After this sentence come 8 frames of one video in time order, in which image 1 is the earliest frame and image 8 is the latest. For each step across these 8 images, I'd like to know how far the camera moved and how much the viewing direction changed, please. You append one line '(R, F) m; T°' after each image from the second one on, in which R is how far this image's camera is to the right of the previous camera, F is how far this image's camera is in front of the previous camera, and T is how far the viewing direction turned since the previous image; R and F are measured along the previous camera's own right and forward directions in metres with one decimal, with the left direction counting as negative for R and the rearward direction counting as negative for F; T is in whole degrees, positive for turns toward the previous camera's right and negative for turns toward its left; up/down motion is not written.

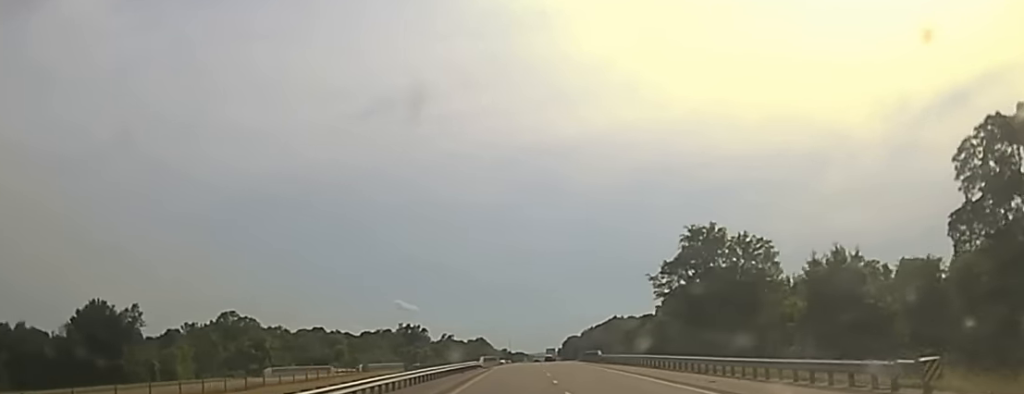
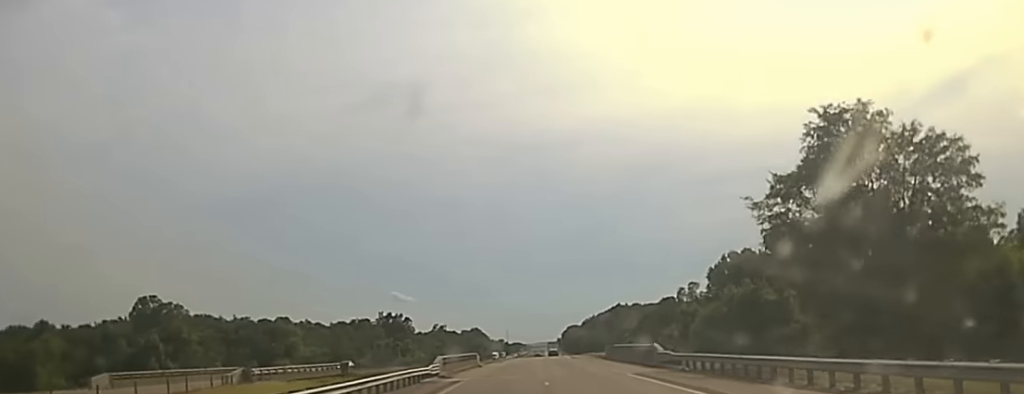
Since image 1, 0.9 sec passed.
(+0.3, +48.8) m; 0°
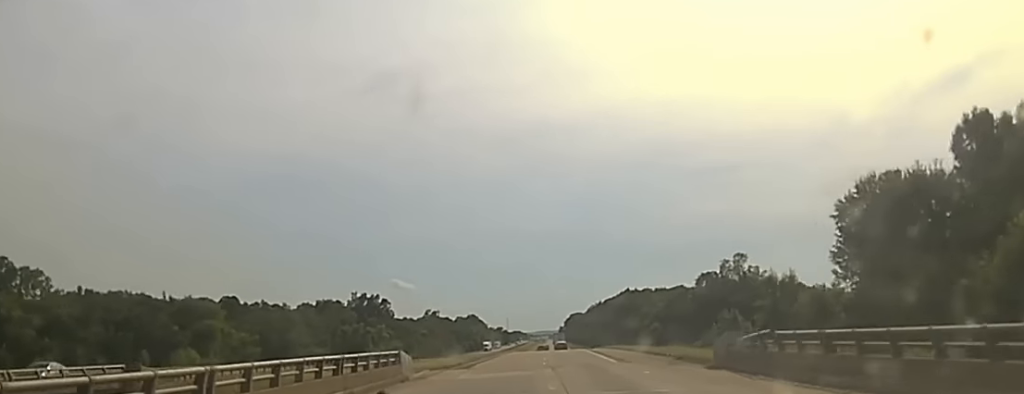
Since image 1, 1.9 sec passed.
(-0.1, +57.0) m; 0°
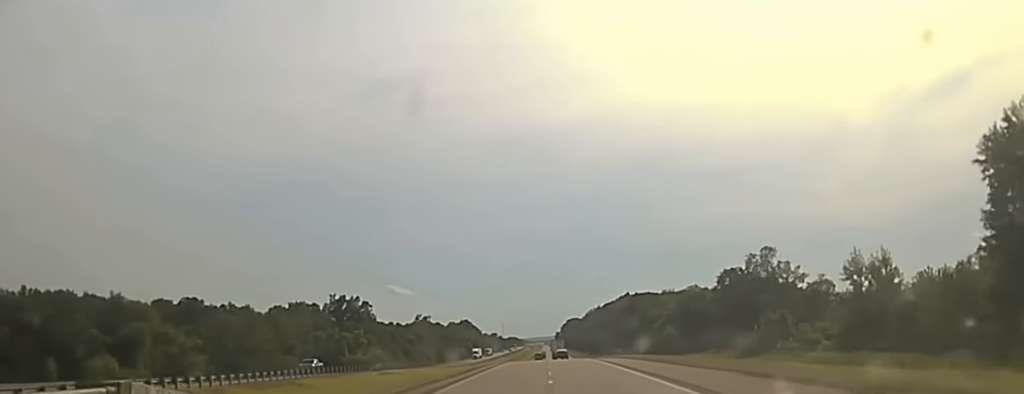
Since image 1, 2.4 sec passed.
(-0.3, +27.6) m; 0°
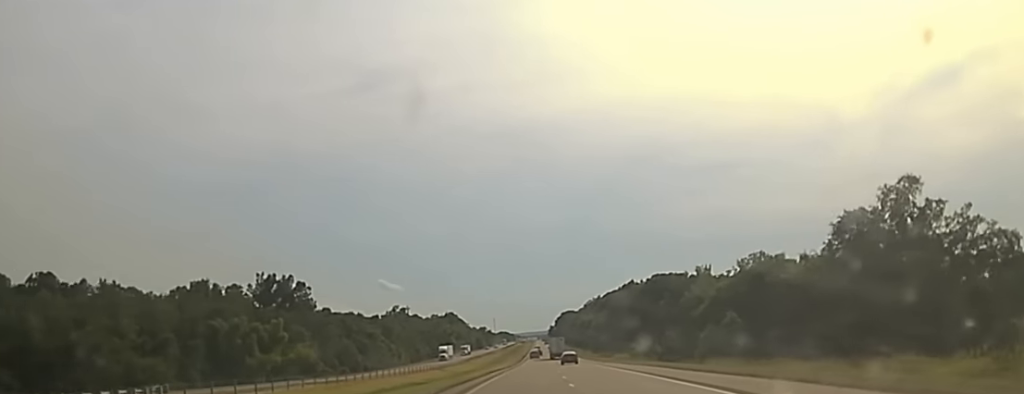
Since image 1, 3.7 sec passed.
(+0.5, +69.6) m; +1°
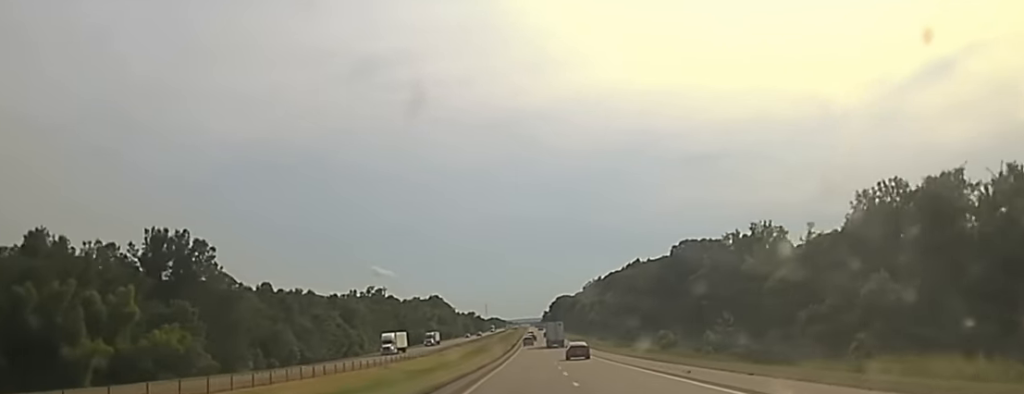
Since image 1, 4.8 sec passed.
(+0.5, +59.0) m; 0°
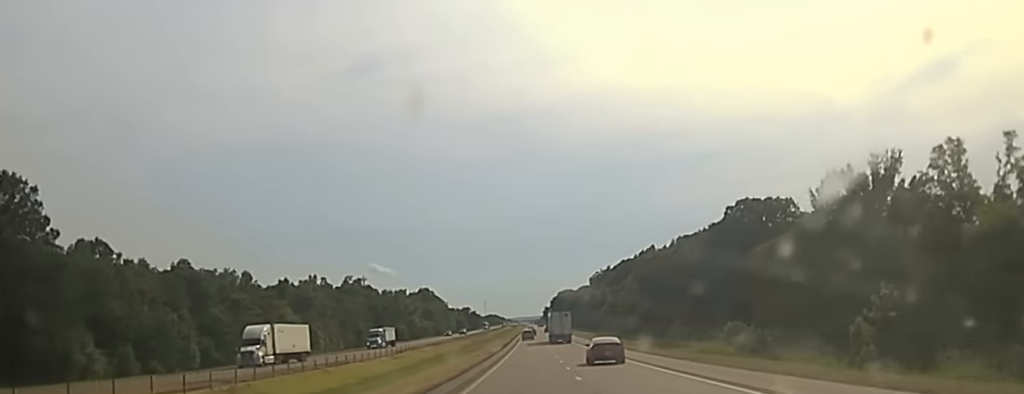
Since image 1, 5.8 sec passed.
(-0.5, +57.5) m; -1°
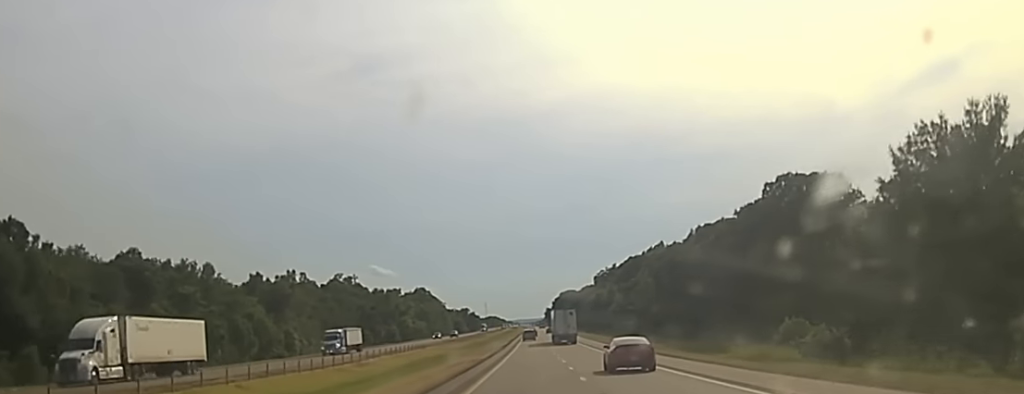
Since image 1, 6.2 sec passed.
(0.0, +22.1) m; 0°
